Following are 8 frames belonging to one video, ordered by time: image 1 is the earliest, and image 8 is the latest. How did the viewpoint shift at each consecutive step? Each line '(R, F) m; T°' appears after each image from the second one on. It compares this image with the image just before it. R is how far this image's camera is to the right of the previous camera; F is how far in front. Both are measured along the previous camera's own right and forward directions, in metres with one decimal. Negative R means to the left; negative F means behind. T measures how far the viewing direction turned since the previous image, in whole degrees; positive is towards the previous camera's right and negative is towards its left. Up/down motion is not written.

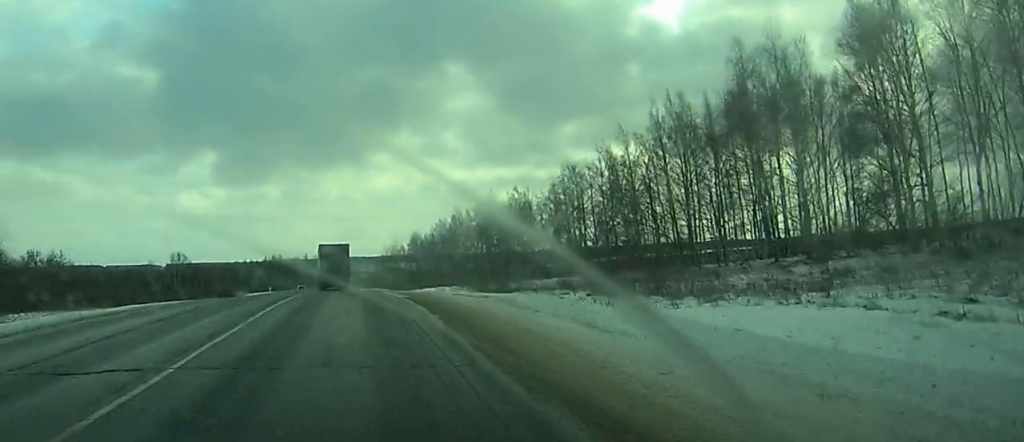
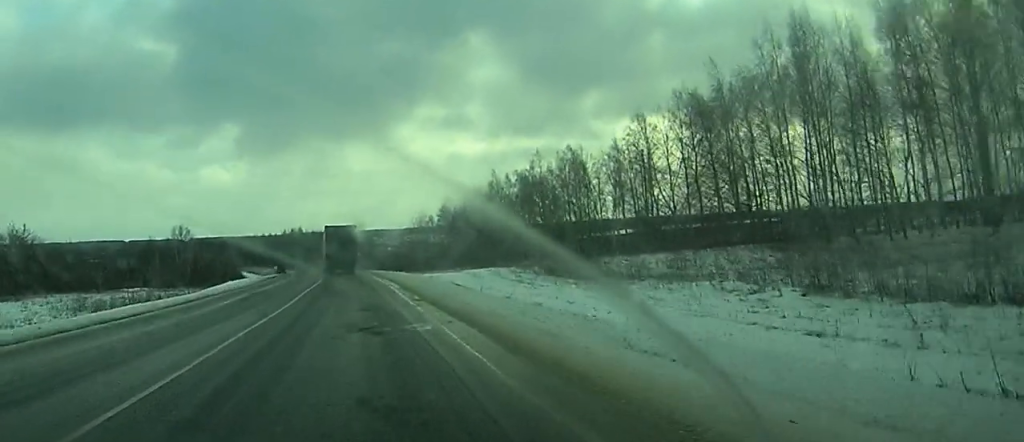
(-0.4, +31.6) m; -2°
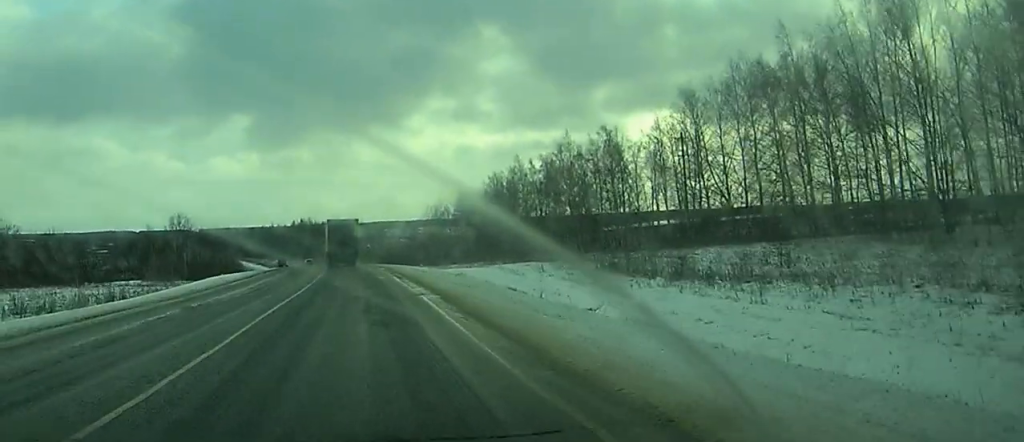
(-0.4, +16.6) m; -1°
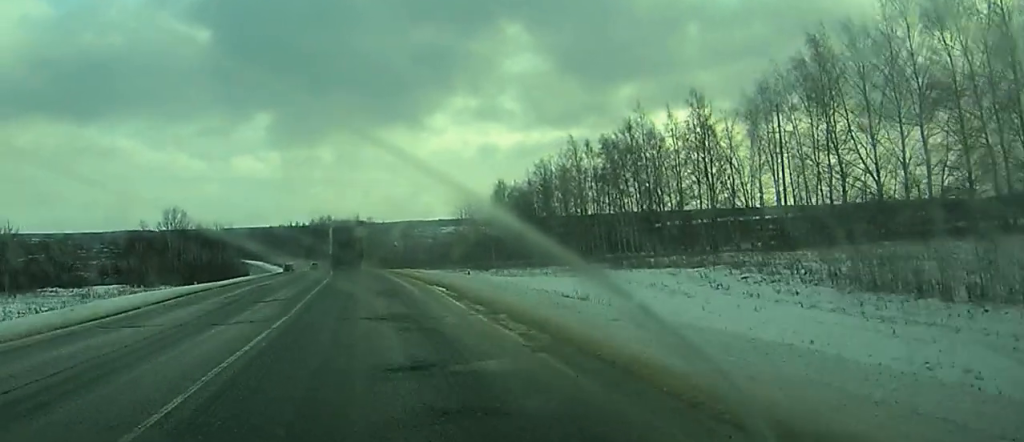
(-0.3, +31.2) m; -3°
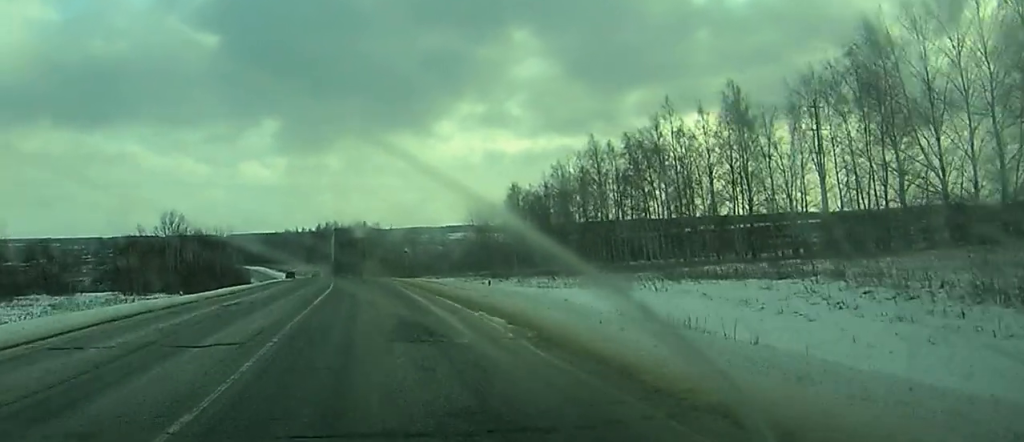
(-0.3, +9.7) m; -1°
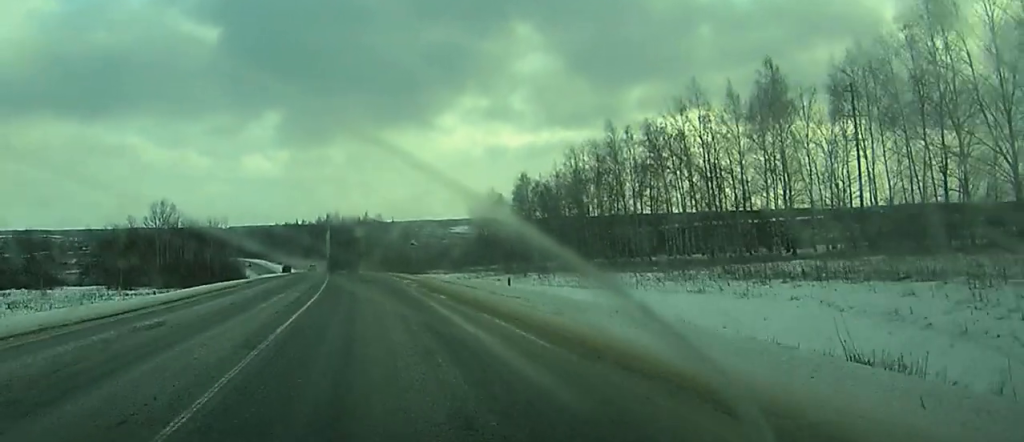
(+0.1, +9.5) m; 0°
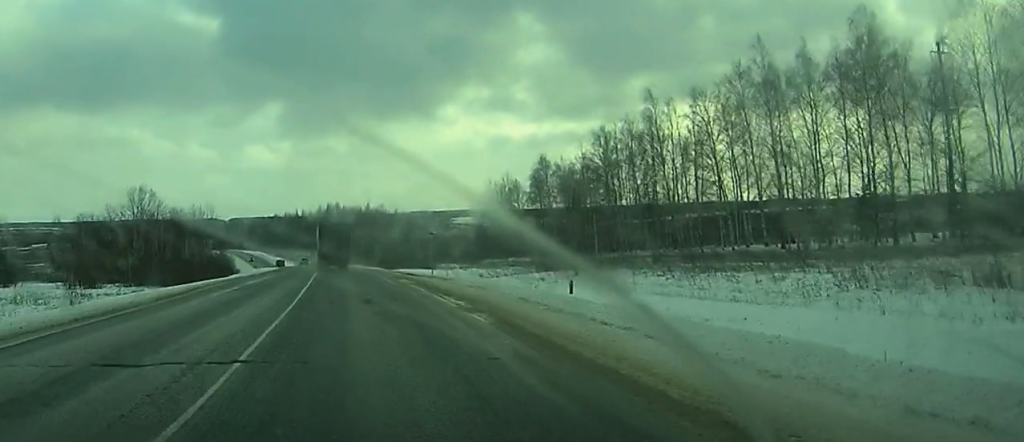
(+0.1, +19.1) m; 0°
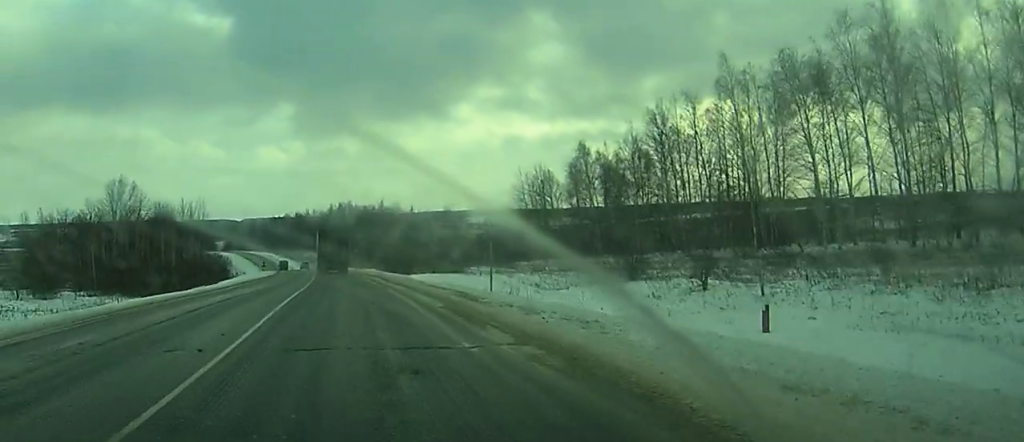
(-0.2, +21.9) m; 0°
